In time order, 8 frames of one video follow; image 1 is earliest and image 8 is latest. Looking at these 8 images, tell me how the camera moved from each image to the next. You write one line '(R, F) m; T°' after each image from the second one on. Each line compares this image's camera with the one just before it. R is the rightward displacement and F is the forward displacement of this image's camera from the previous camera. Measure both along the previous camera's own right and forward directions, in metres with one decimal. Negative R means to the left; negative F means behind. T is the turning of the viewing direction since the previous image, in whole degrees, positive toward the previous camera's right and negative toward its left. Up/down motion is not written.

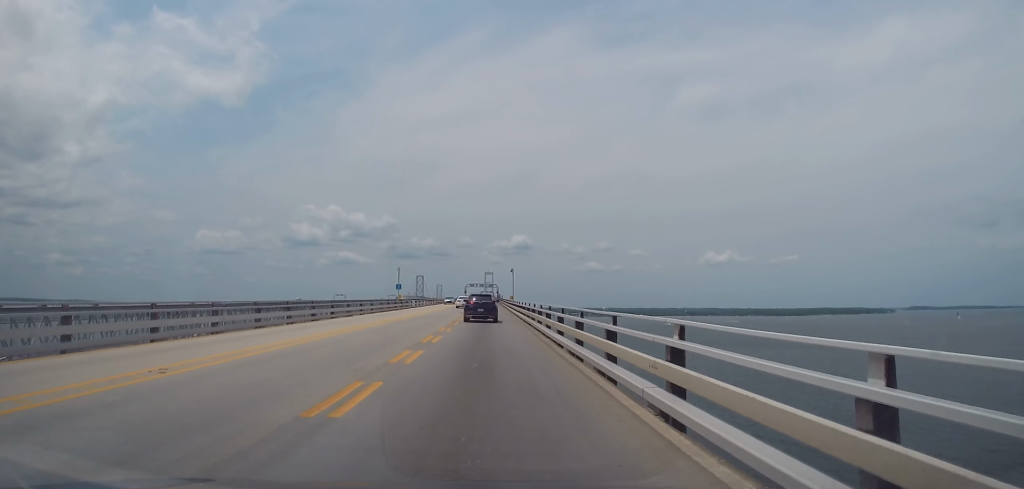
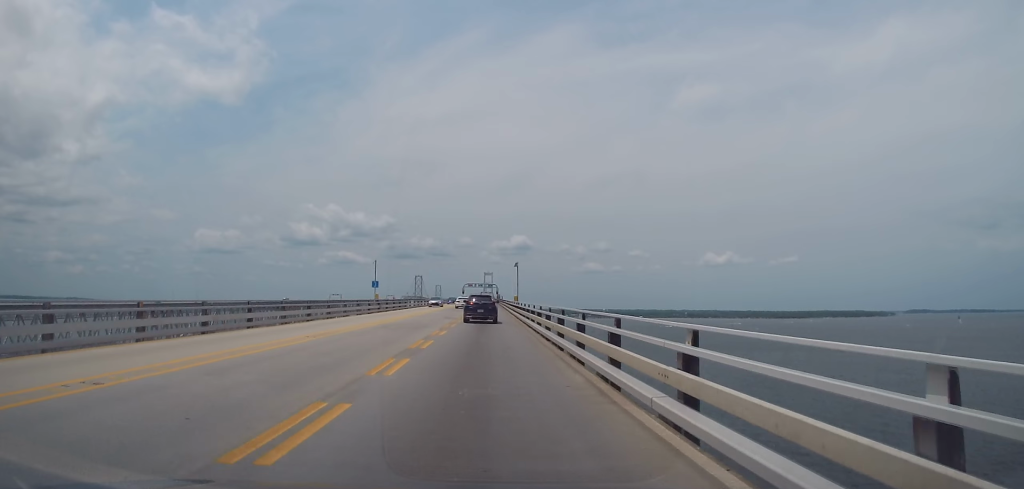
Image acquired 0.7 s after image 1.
(+0.4, +14.4) m; +1°
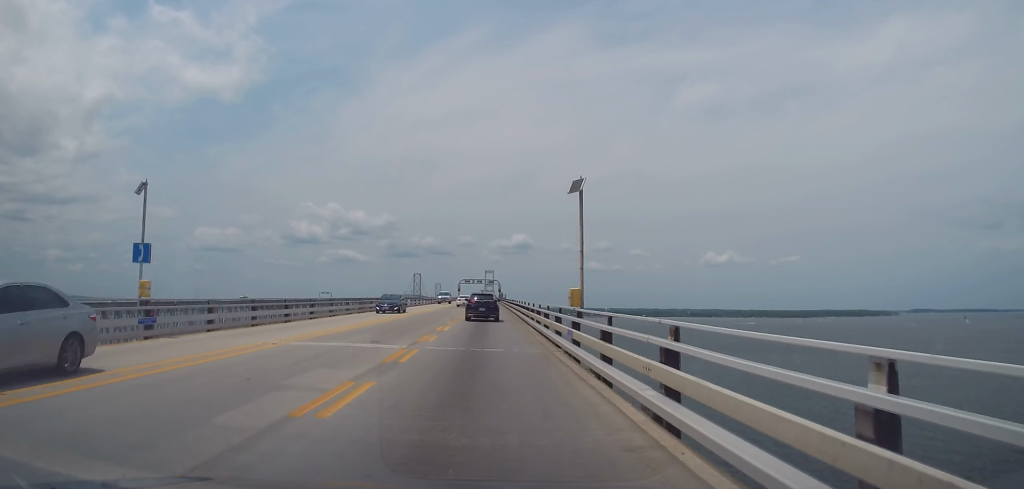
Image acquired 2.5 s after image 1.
(-0.7, +40.5) m; -1°
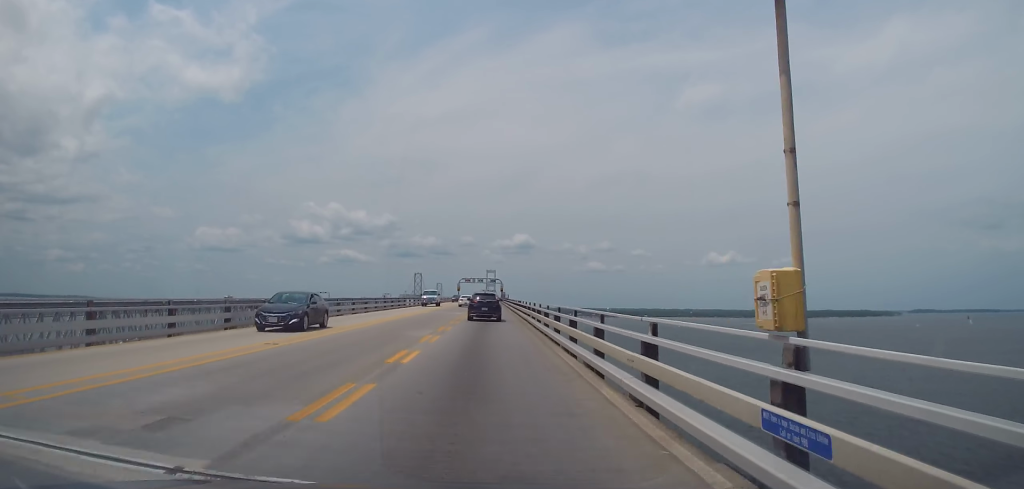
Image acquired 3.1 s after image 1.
(0.0, +12.4) m; 0°
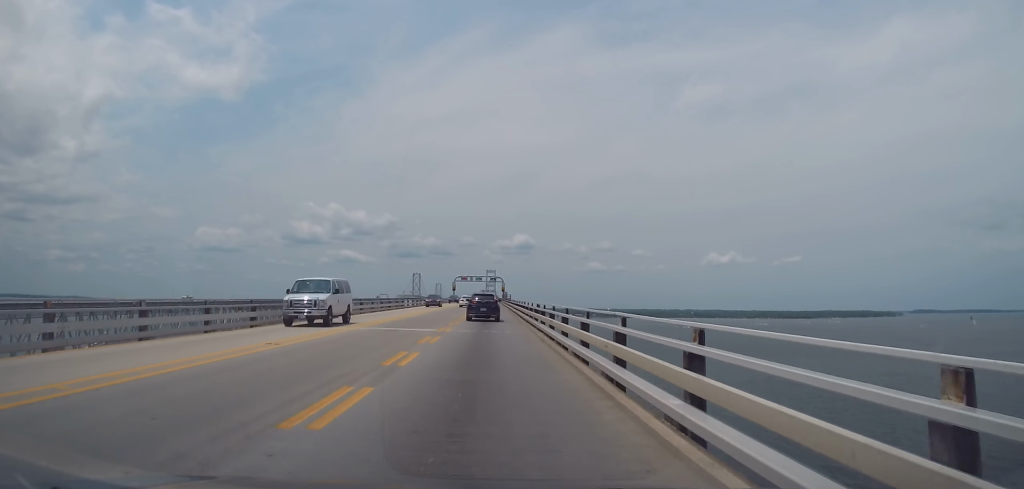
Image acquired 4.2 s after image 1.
(+0.3, +24.9) m; 0°
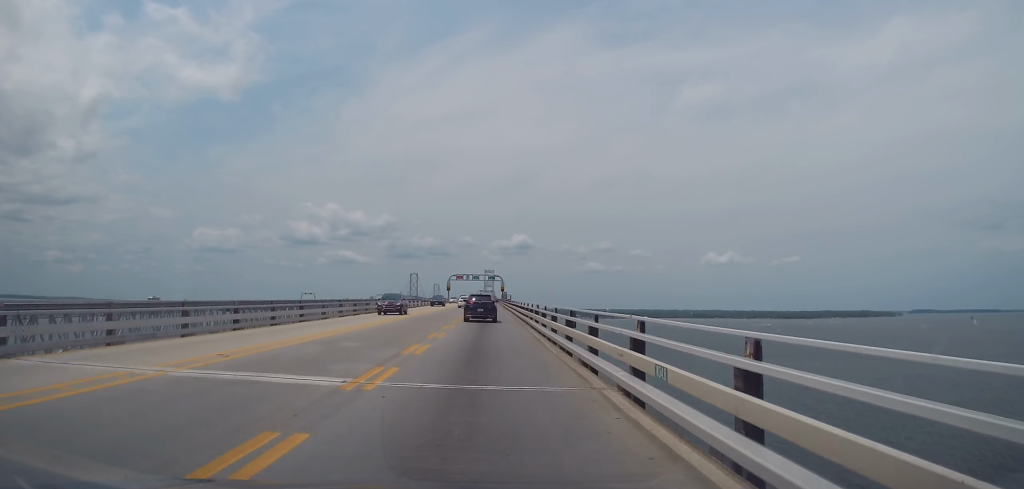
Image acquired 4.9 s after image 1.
(+0.1, +15.4) m; -1°
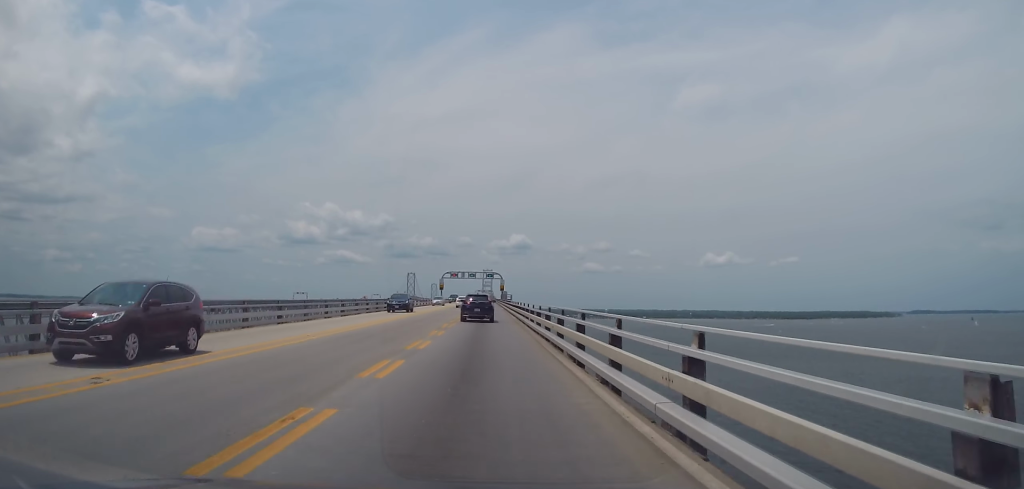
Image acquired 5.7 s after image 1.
(-0.5, +17.0) m; 0°
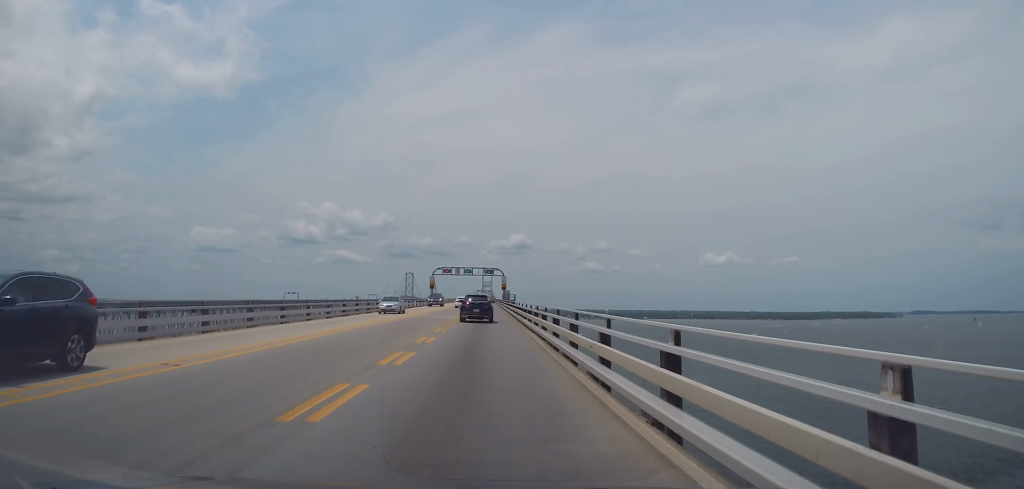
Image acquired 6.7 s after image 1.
(+0.6, +22.2) m; +1°
